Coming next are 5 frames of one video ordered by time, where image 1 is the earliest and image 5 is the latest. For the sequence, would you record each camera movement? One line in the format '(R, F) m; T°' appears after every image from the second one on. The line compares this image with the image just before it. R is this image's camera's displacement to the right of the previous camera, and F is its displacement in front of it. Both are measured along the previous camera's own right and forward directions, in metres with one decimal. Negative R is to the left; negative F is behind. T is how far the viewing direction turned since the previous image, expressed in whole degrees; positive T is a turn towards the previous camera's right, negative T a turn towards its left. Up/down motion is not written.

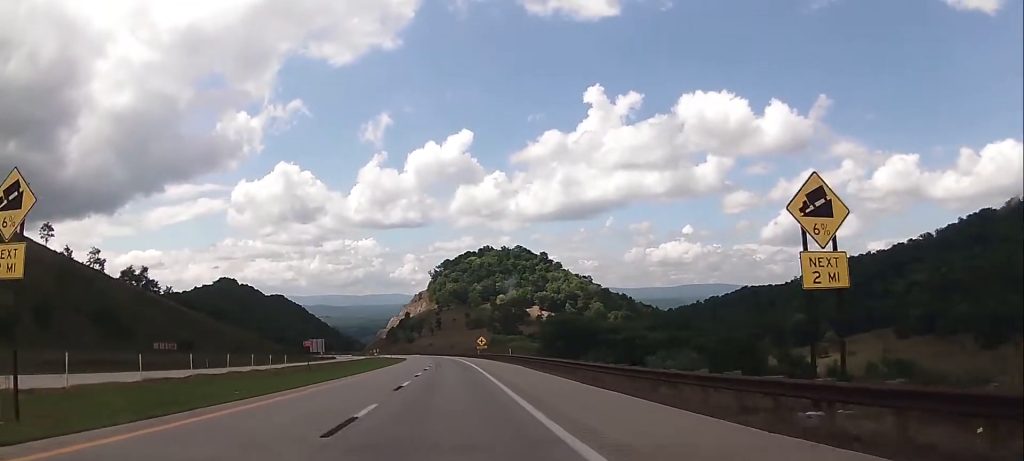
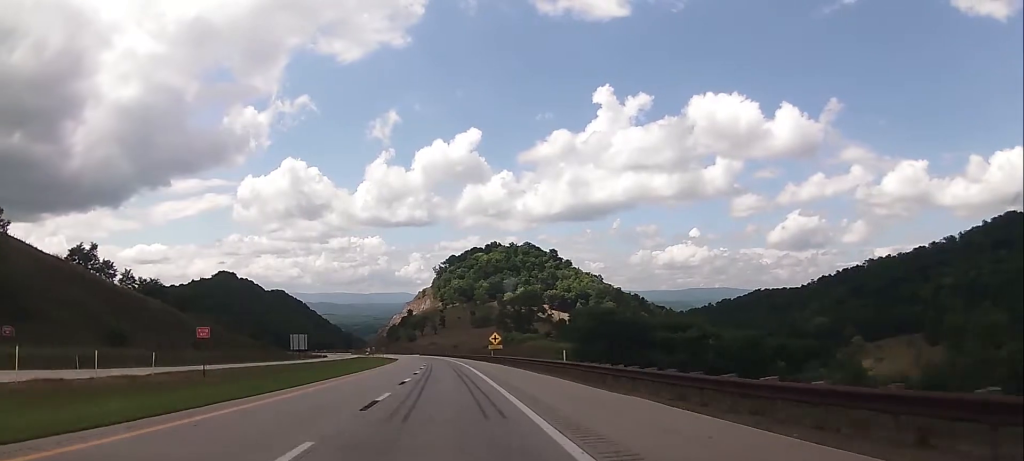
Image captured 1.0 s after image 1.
(+0.5, +32.3) m; +1°
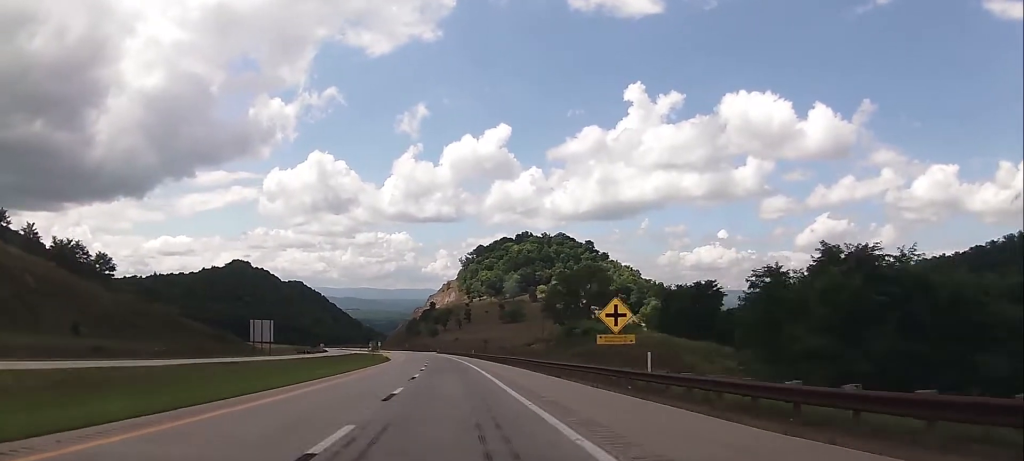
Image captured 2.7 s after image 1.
(-1.3, +59.1) m; -2°
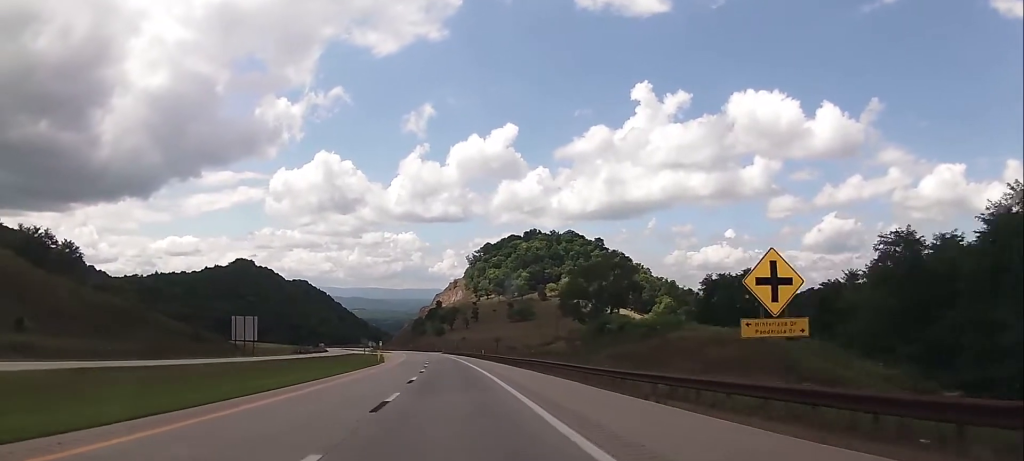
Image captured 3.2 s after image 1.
(0.0, +15.6) m; 0°
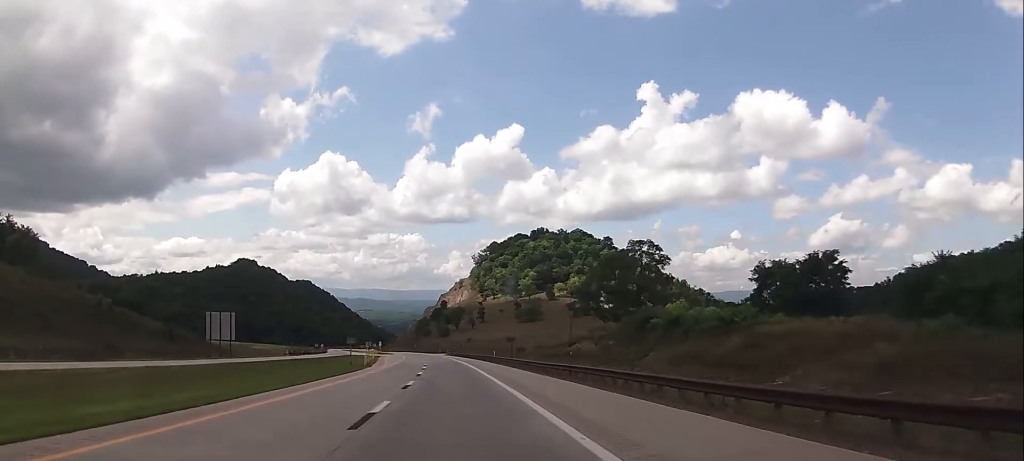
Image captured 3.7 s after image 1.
(0.0, +15.6) m; 0°
